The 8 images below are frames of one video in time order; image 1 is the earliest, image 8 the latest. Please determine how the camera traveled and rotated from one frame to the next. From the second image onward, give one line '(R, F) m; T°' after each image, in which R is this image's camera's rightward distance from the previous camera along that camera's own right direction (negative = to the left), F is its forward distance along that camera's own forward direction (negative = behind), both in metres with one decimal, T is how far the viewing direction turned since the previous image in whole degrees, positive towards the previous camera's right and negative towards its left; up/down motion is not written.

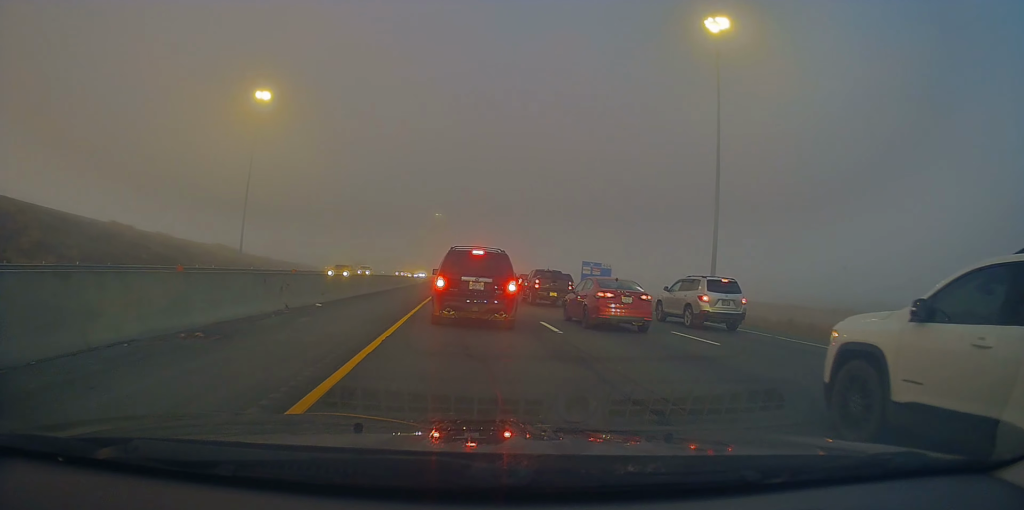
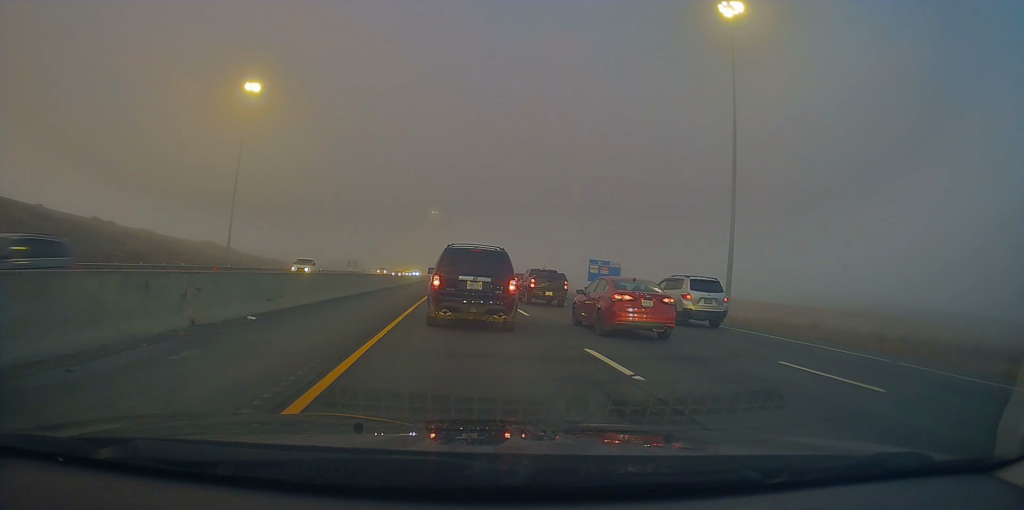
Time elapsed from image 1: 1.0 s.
(+0.2, +6.3) m; -1°
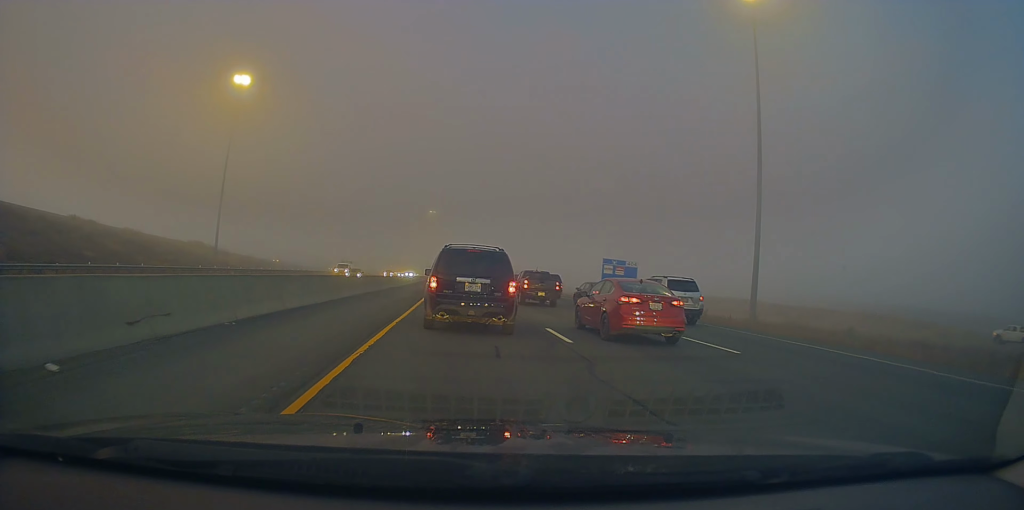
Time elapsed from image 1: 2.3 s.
(-0.4, +8.0) m; -3°
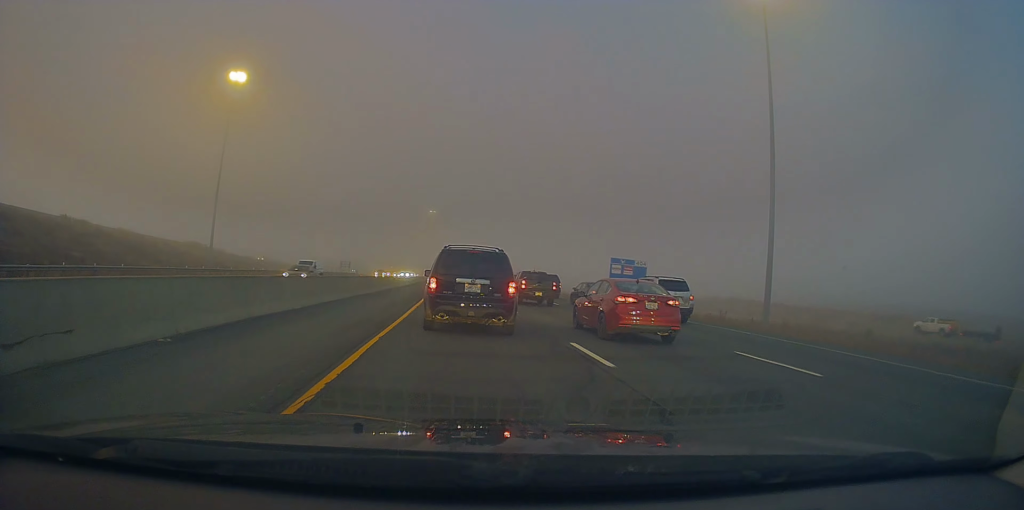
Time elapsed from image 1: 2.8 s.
(+0.1, +3.1) m; +1°
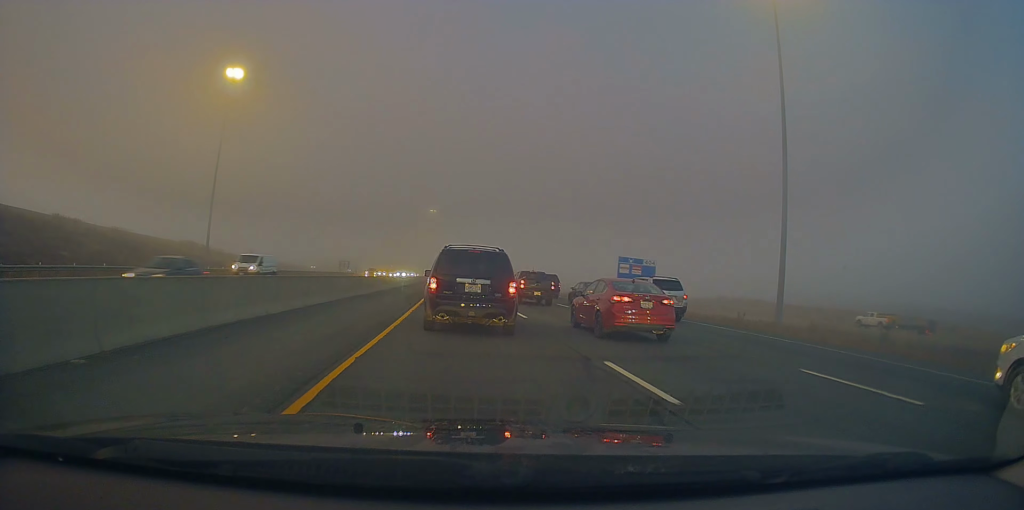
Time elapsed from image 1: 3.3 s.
(0.0, +2.6) m; +2°
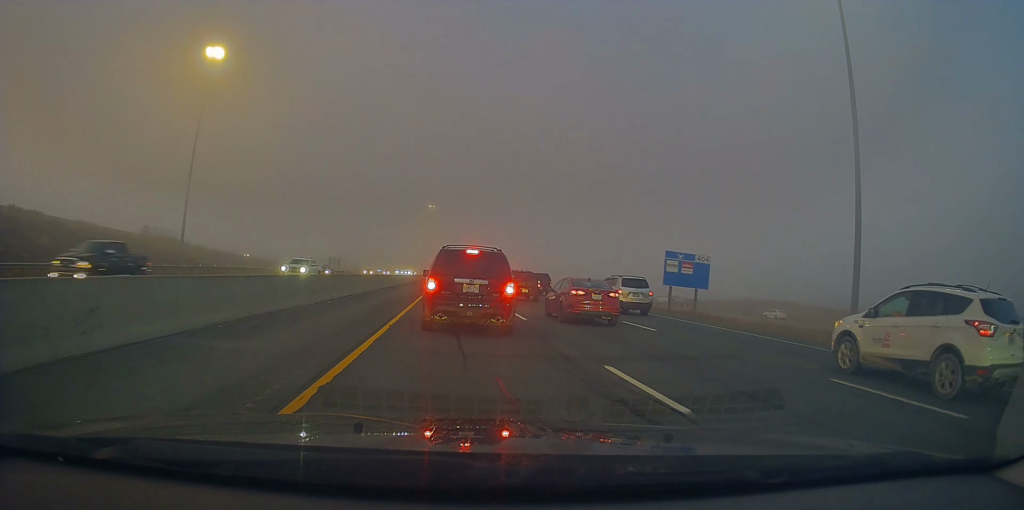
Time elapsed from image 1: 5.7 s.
(0.0, +13.5) m; 0°
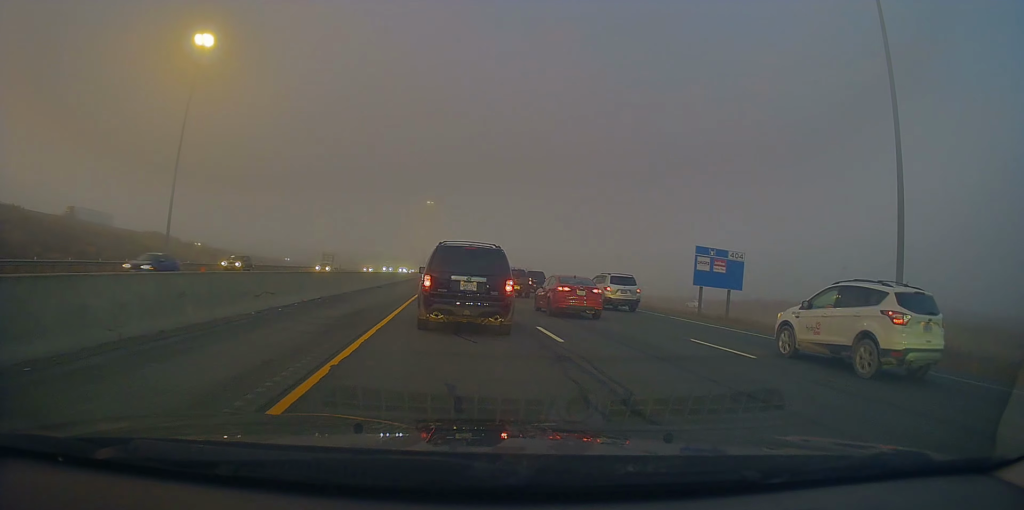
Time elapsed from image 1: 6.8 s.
(+0.1, +6.1) m; +1°
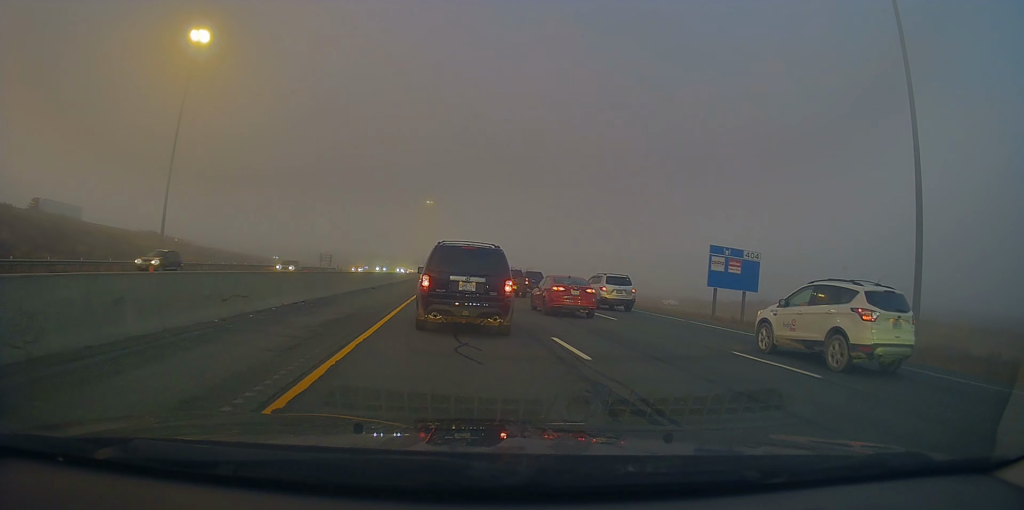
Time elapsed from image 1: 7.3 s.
(0.0, +2.3) m; 0°
